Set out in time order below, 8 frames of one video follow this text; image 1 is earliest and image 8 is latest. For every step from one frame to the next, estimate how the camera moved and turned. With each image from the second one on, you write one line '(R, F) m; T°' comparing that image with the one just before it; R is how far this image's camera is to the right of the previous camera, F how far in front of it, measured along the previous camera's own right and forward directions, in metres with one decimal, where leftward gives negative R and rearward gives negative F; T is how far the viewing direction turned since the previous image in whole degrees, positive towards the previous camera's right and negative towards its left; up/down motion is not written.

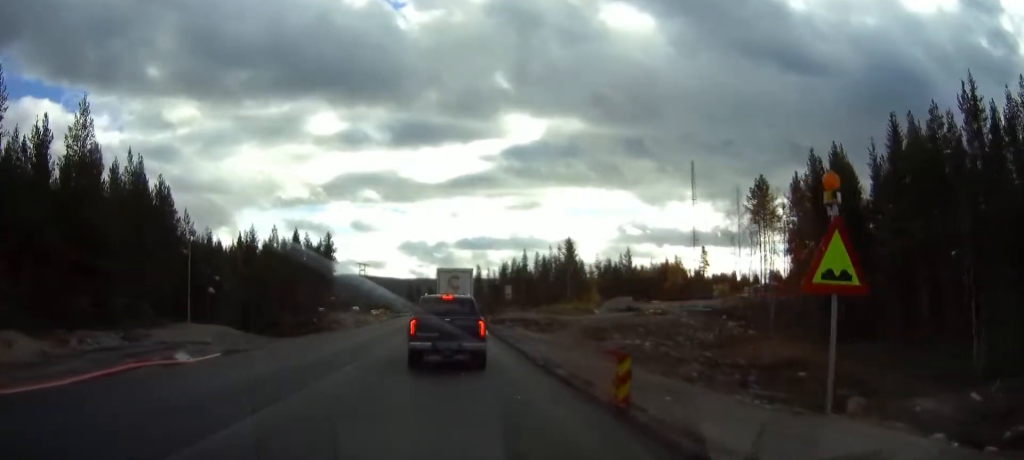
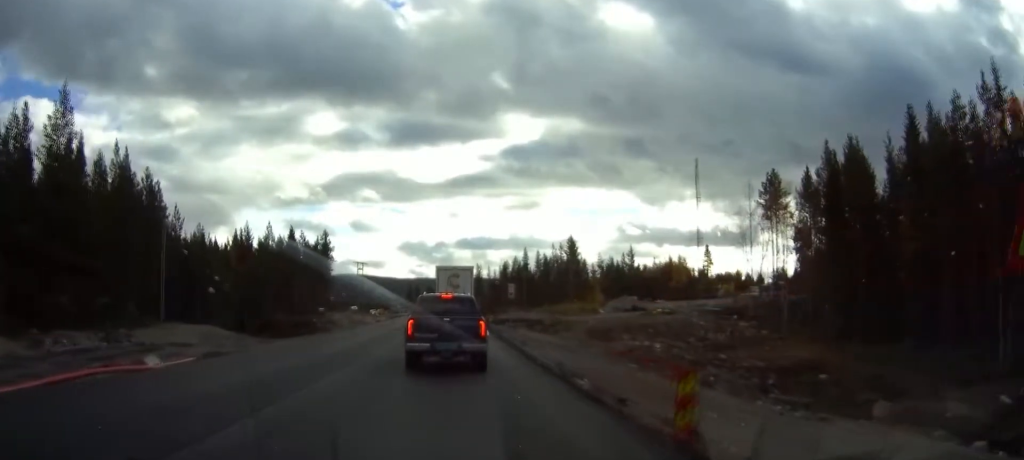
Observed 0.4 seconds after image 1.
(0.0, +3.0) m; 0°
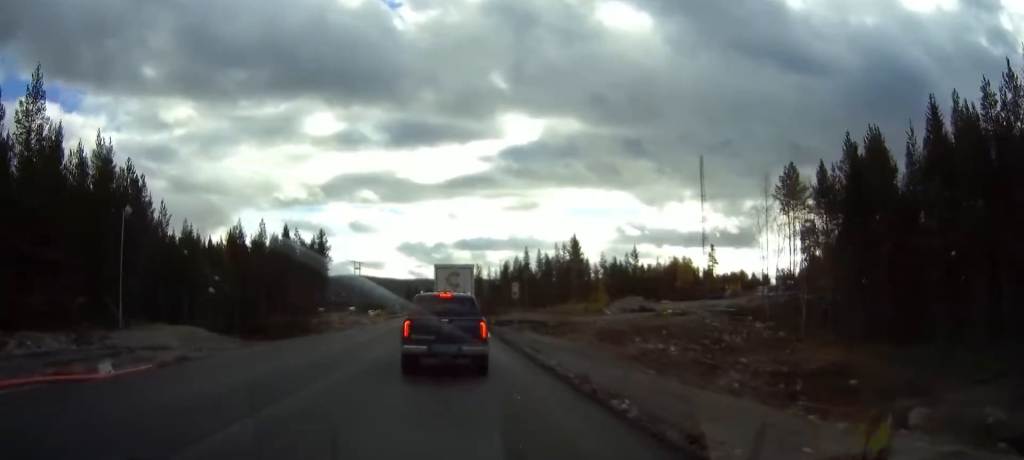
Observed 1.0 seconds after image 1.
(0.0, +3.7) m; 0°
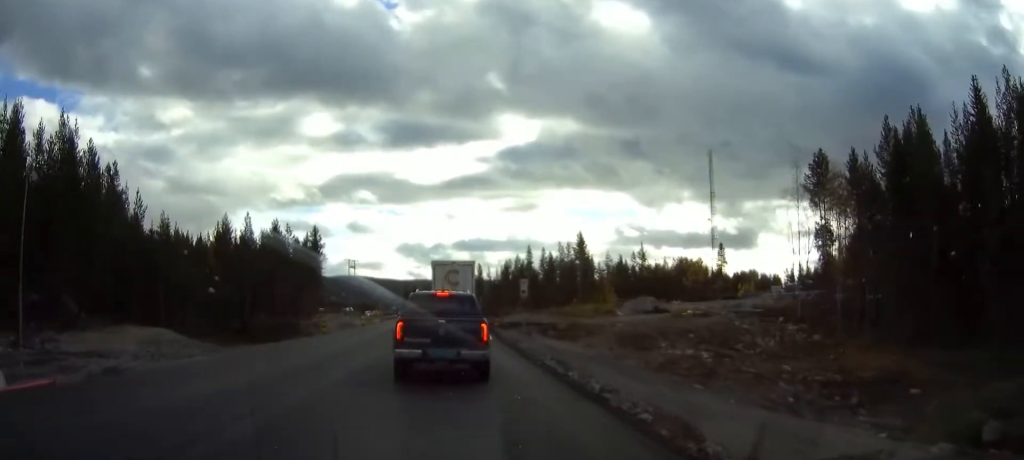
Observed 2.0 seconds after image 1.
(0.0, +6.4) m; 0°
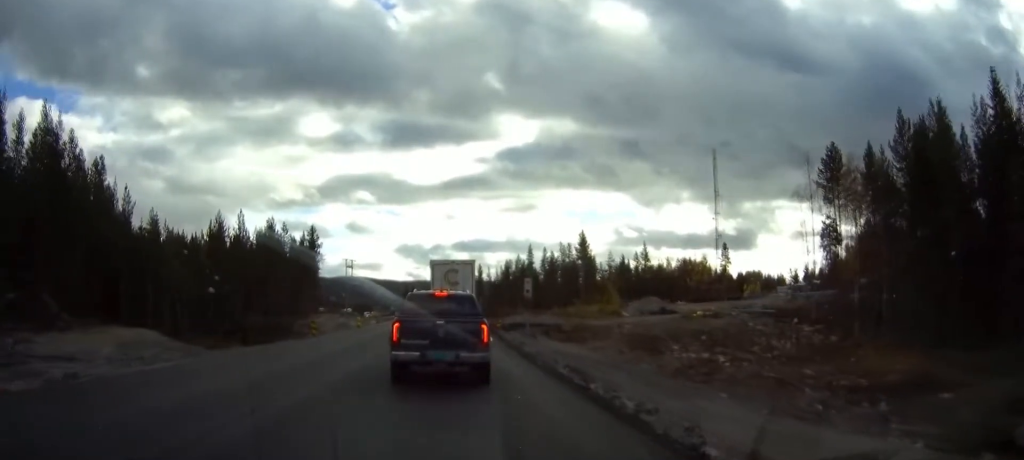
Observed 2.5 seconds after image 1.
(0.0, +2.8) m; 0°
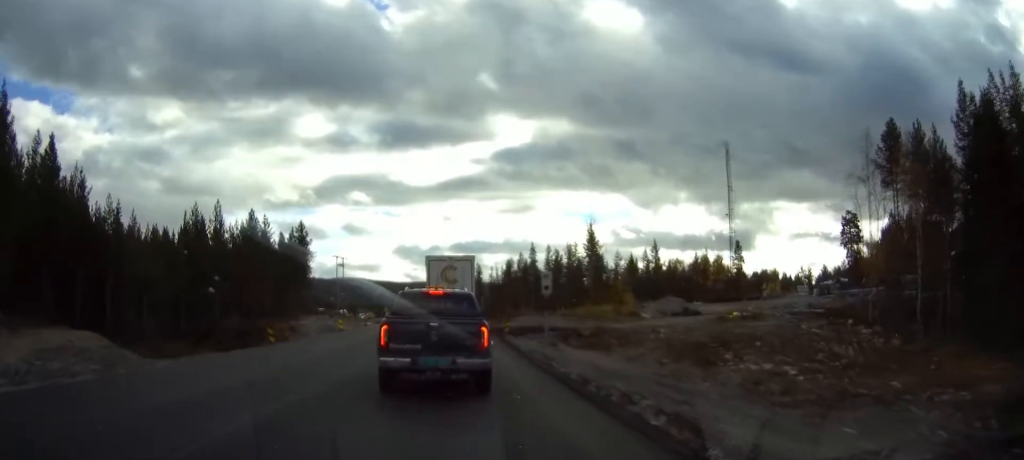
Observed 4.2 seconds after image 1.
(0.0, +8.6) m; -1°
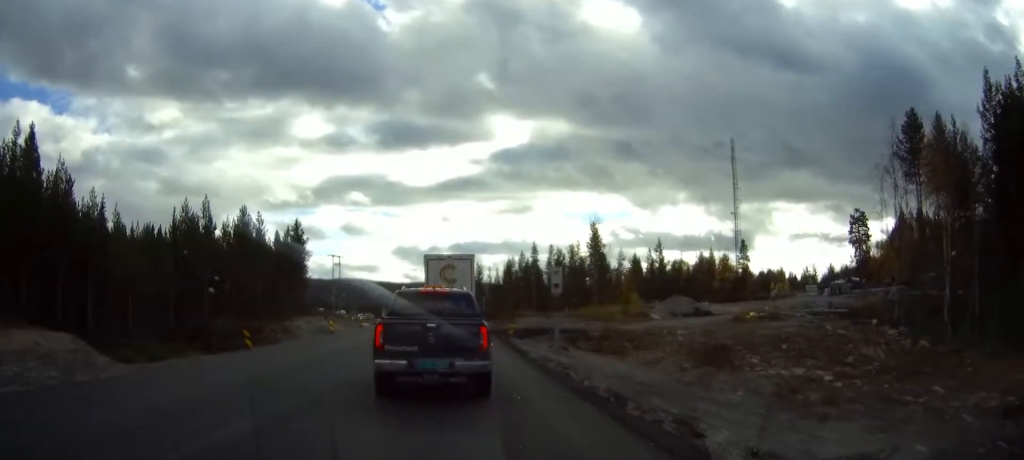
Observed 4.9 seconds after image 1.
(0.0, +3.3) m; -1°
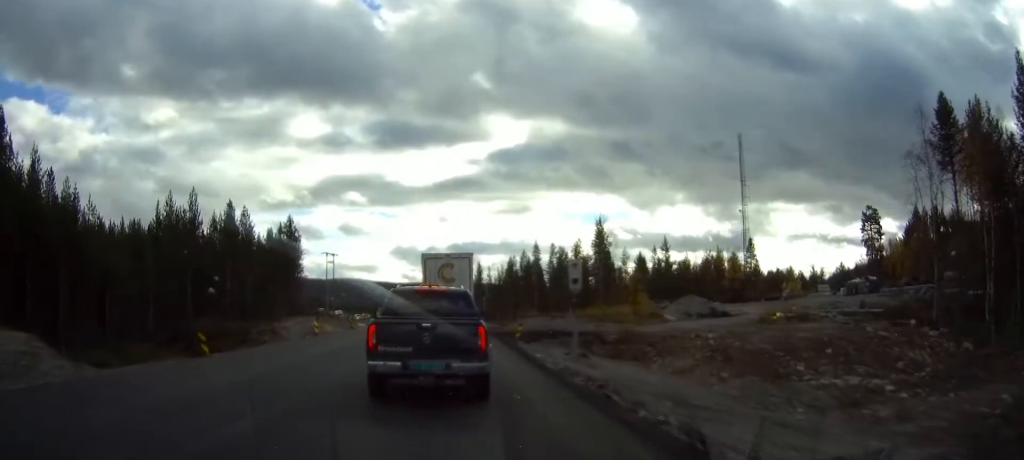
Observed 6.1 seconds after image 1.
(-0.1, +4.6) m; 0°
